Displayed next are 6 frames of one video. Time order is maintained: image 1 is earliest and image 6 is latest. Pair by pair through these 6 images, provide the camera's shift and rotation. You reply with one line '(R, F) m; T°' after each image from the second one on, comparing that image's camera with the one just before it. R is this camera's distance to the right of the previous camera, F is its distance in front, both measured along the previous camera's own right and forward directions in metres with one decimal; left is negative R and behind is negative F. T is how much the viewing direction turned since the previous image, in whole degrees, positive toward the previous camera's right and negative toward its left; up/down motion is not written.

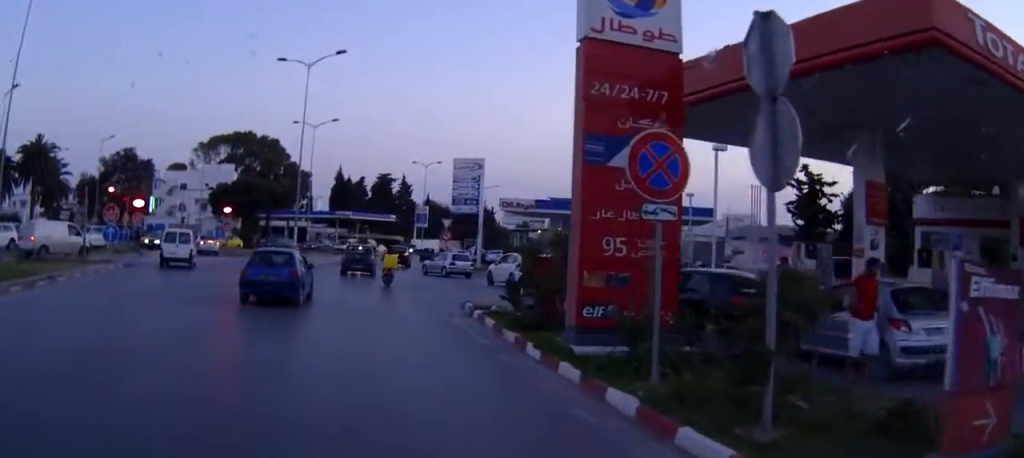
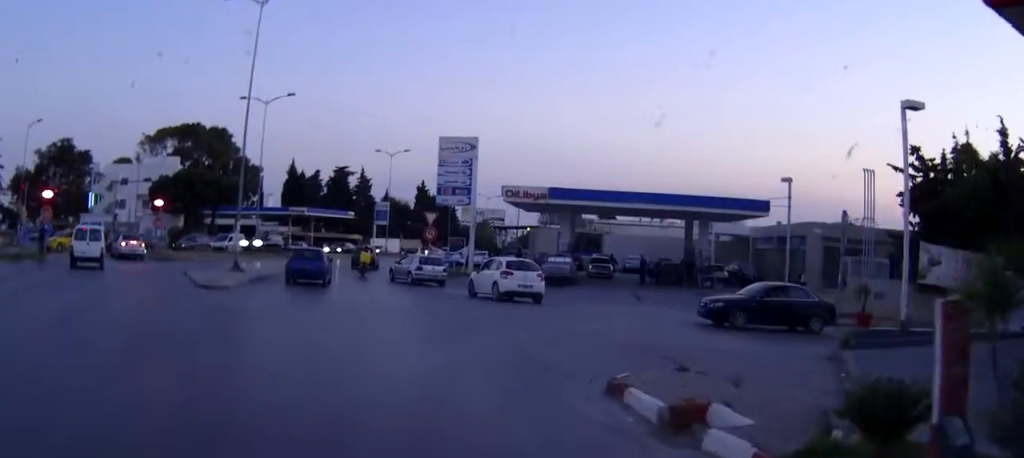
(+0.4, +12.4) m; +4°
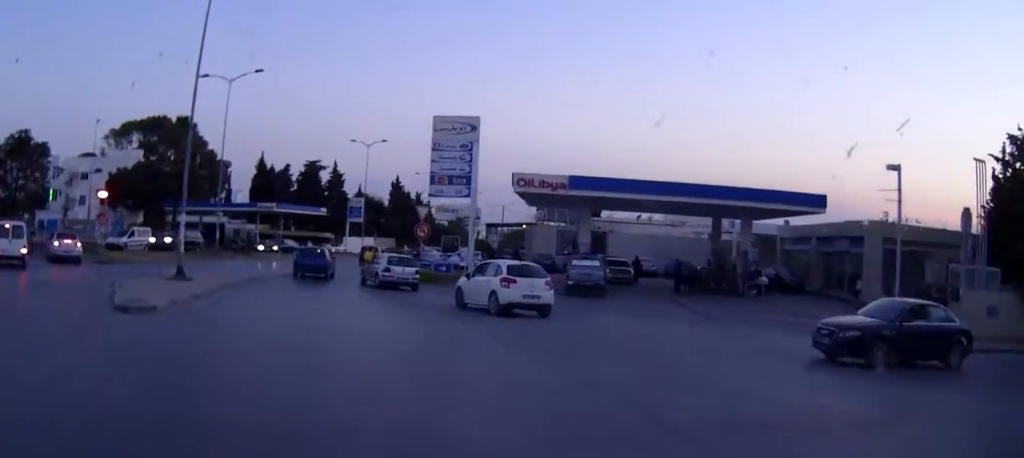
(+0.1, +7.7) m; +1°
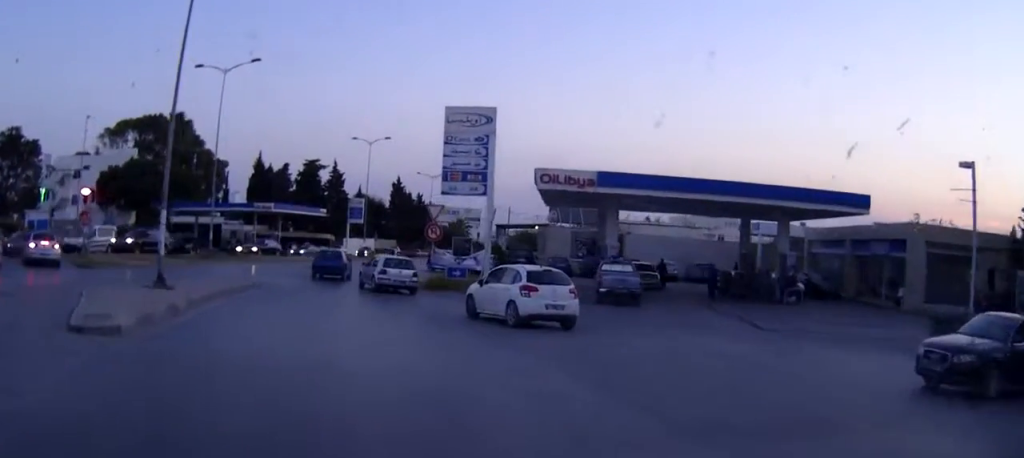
(0.0, +3.3) m; 0°
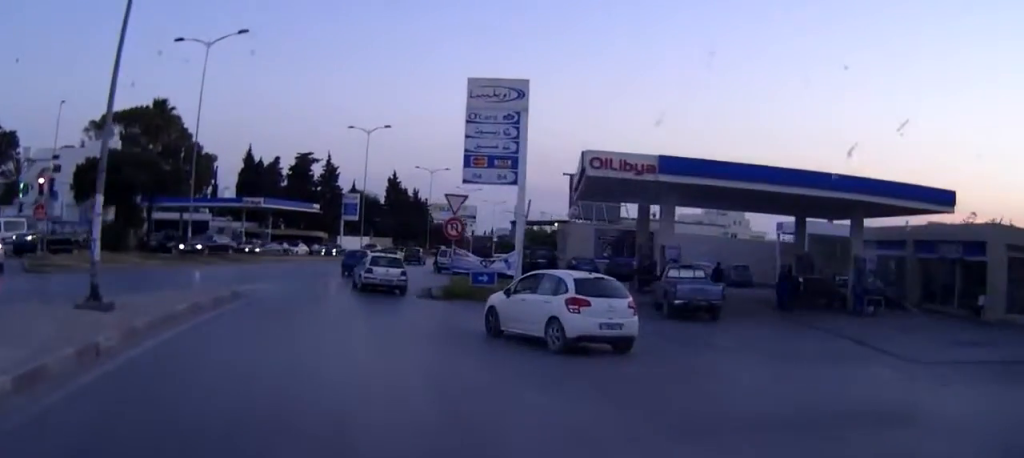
(0.0, +6.0) m; 0°
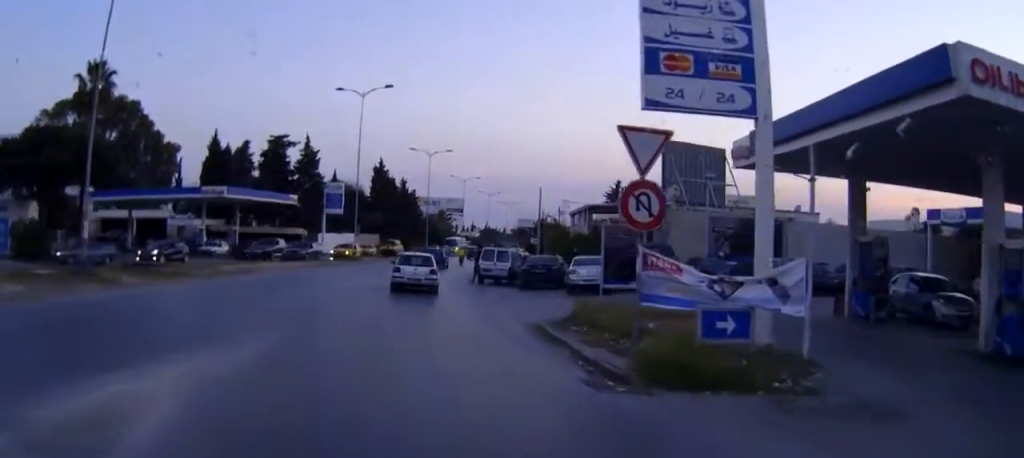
(+0.3, +17.5) m; +3°
